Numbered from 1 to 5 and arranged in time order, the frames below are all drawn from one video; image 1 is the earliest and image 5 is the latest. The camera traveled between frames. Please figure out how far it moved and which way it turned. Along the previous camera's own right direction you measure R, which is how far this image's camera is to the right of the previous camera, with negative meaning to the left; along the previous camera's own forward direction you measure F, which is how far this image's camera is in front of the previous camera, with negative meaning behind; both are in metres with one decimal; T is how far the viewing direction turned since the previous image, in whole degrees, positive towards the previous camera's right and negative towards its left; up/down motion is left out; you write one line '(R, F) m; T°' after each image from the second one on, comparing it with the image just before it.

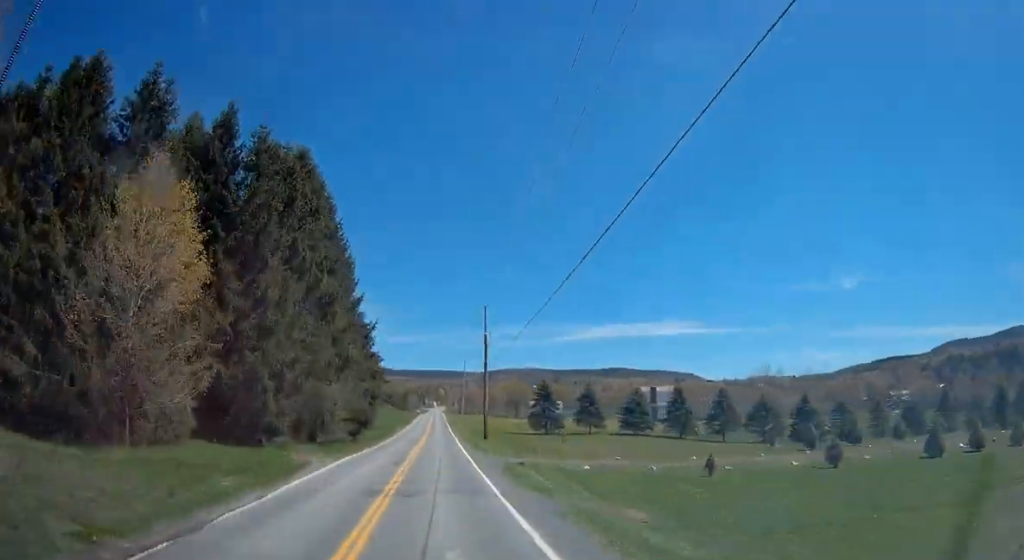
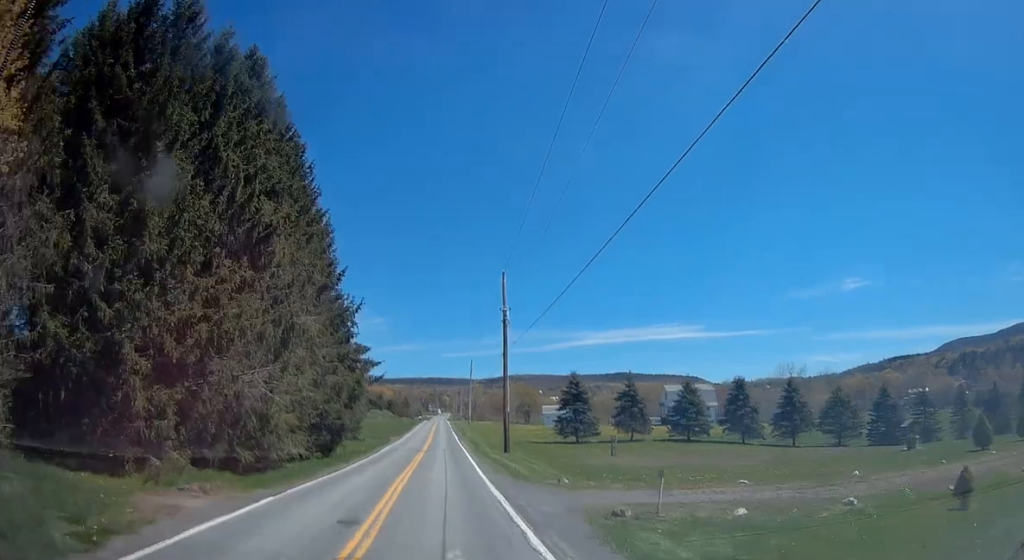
(0.0, +14.2) m; 0°
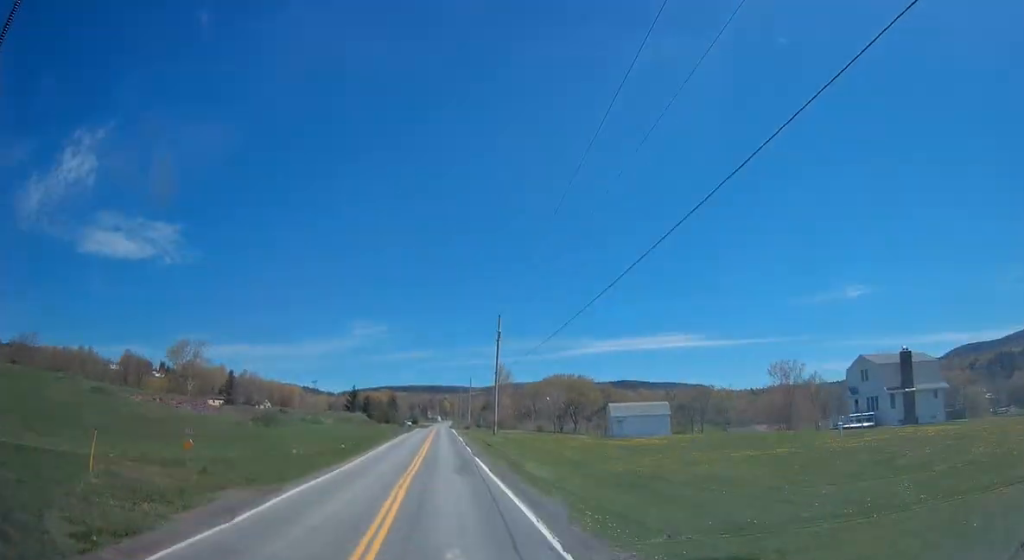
(+0.3, +54.5) m; +1°
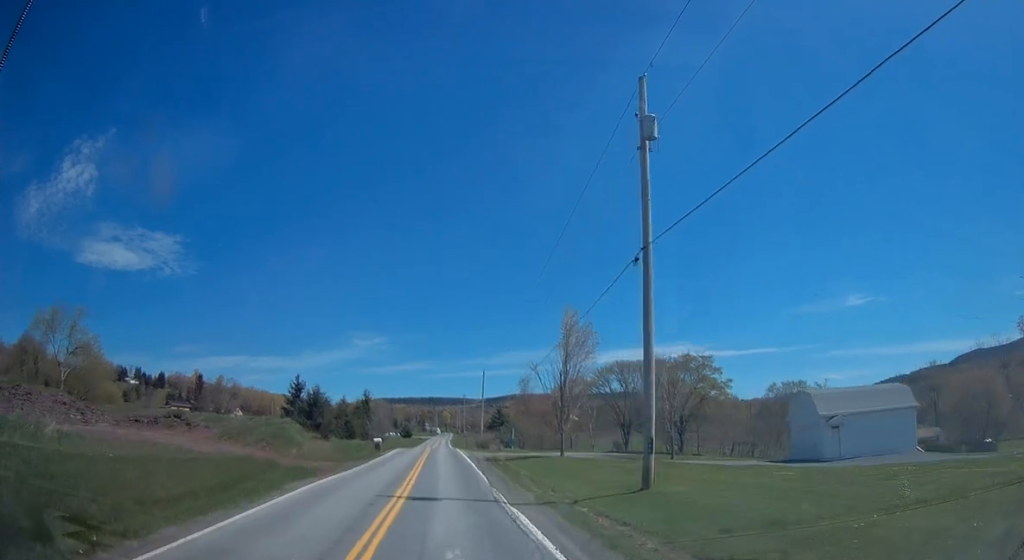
(+0.4, +47.8) m; 0°
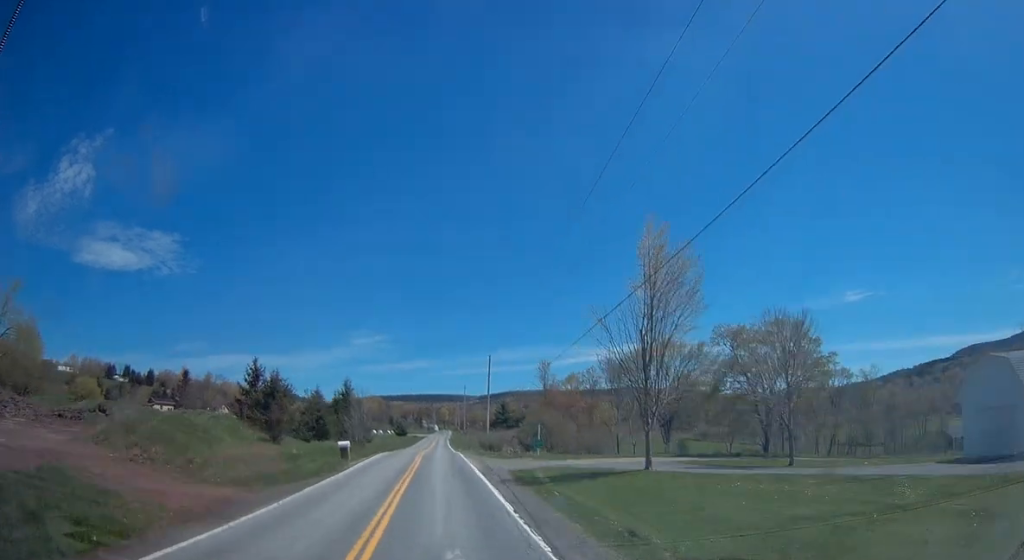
(0.0, +16.4) m; -1°
